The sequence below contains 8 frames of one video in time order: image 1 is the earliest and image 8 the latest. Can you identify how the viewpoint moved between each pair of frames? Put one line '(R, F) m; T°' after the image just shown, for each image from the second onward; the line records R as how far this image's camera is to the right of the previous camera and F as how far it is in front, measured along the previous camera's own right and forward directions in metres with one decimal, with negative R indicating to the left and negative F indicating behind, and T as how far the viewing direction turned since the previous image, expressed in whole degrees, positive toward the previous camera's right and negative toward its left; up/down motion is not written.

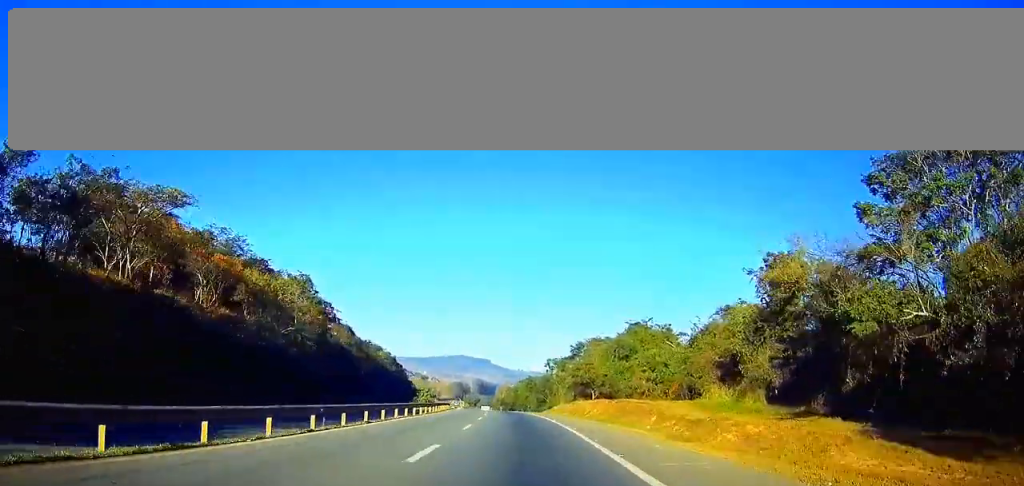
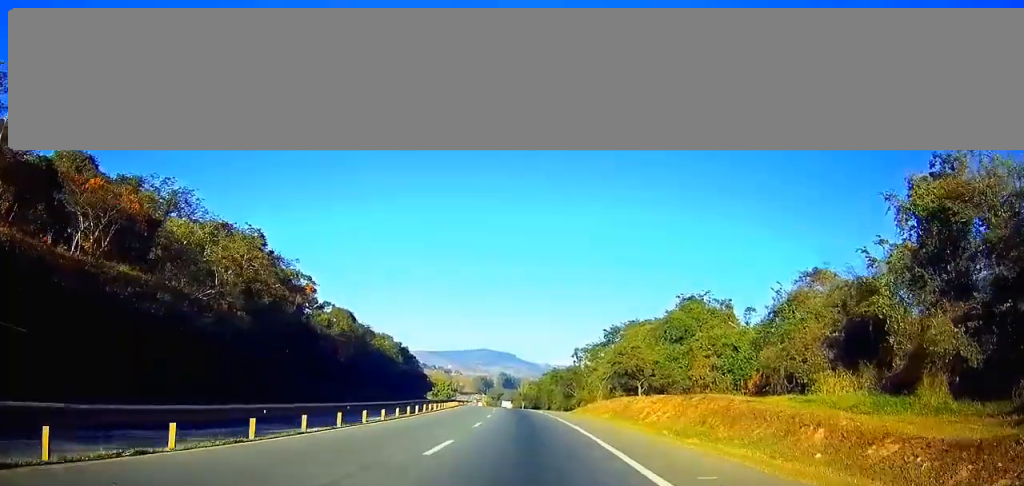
(-0.5, +22.1) m; -2°
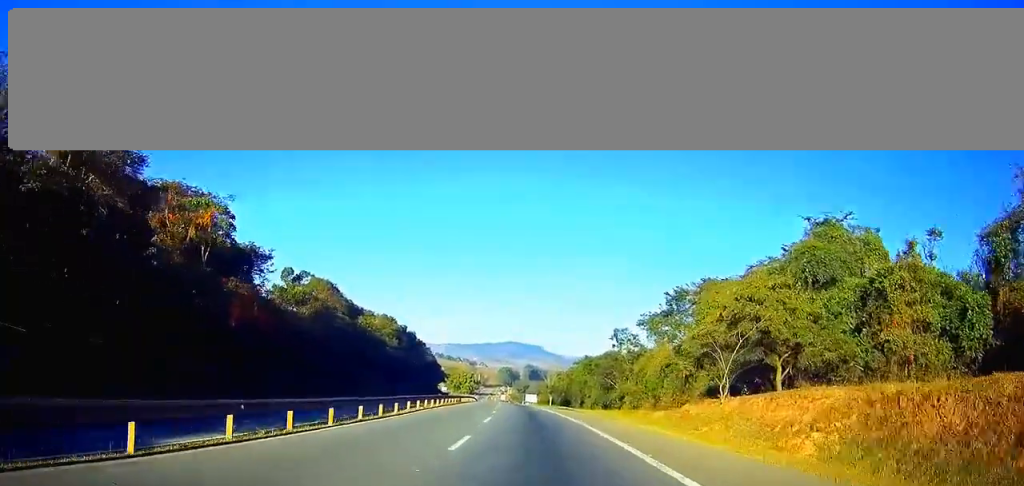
(-0.6, +34.6) m; -2°
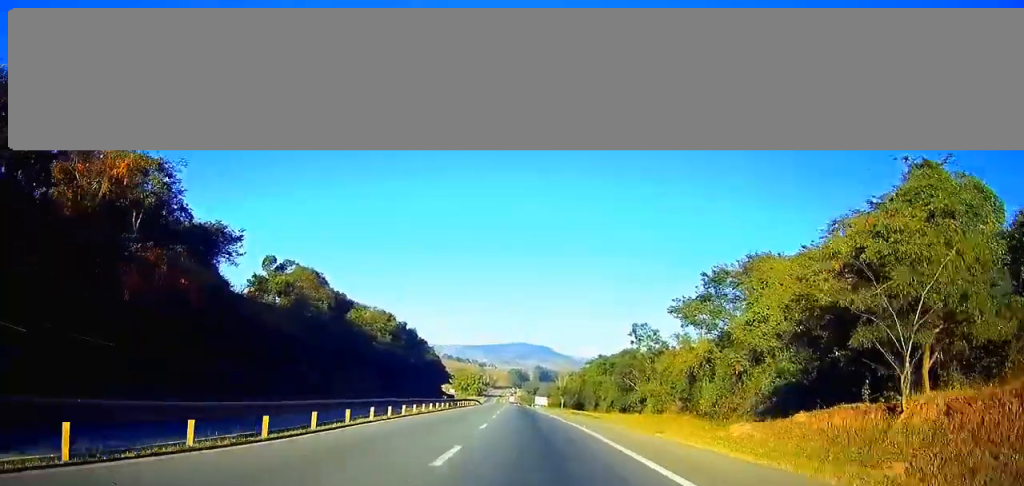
(-0.2, +14.2) m; -1°
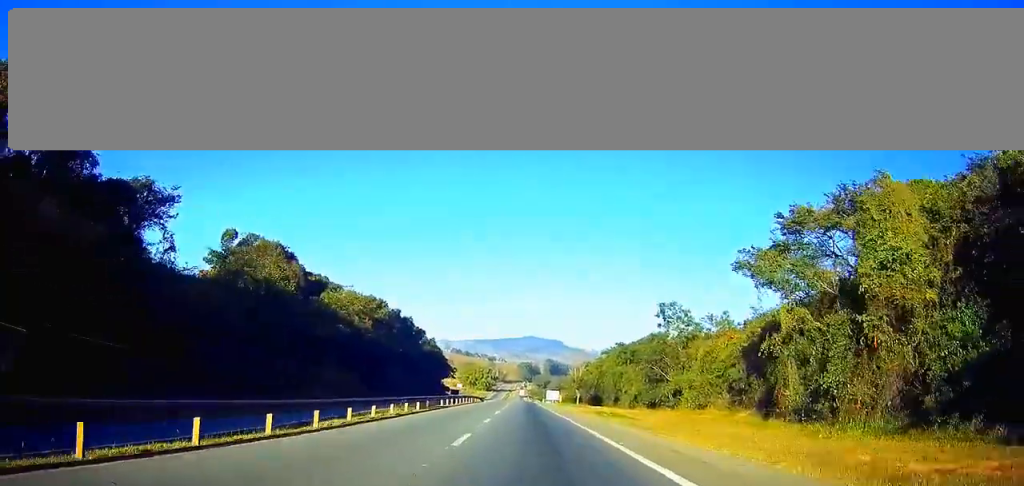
(-0.2, +20.0) m; -1°
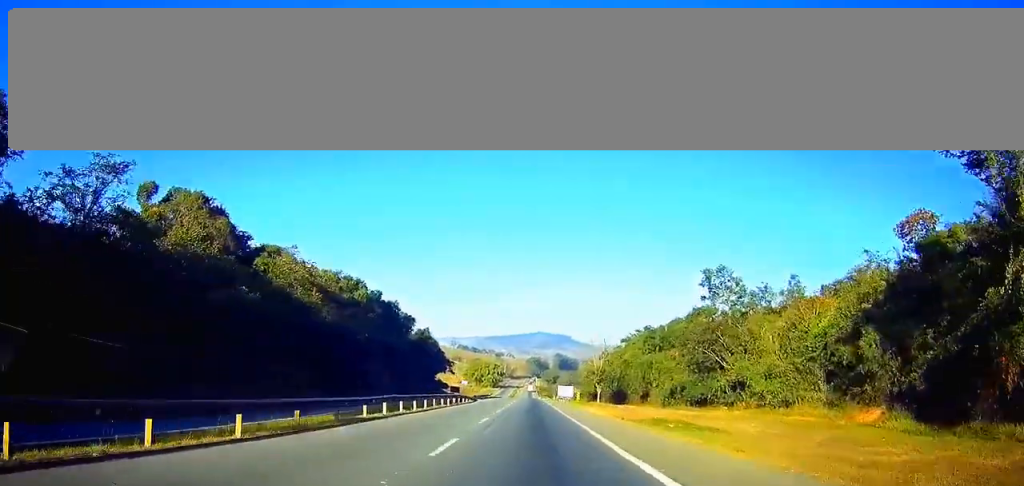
(0.0, +26.0) m; -1°
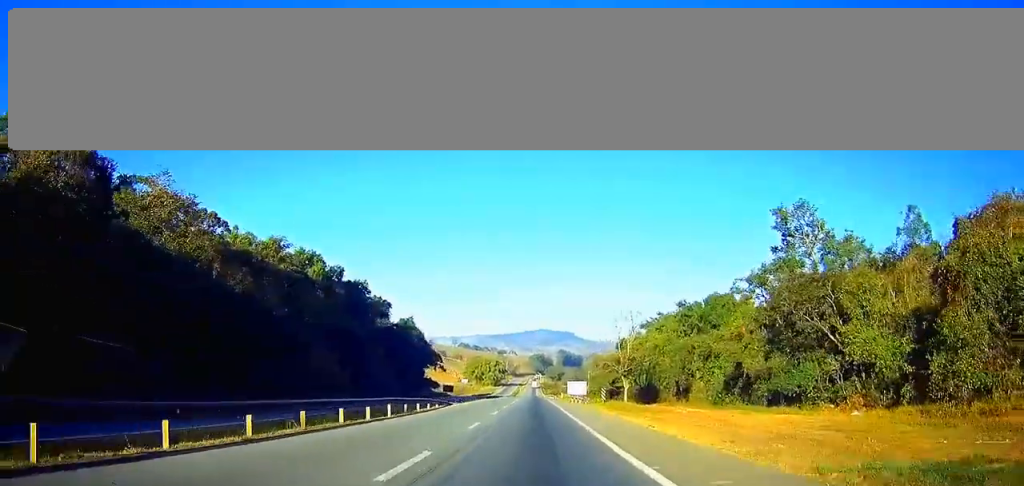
(-0.3, +27.2) m; 0°
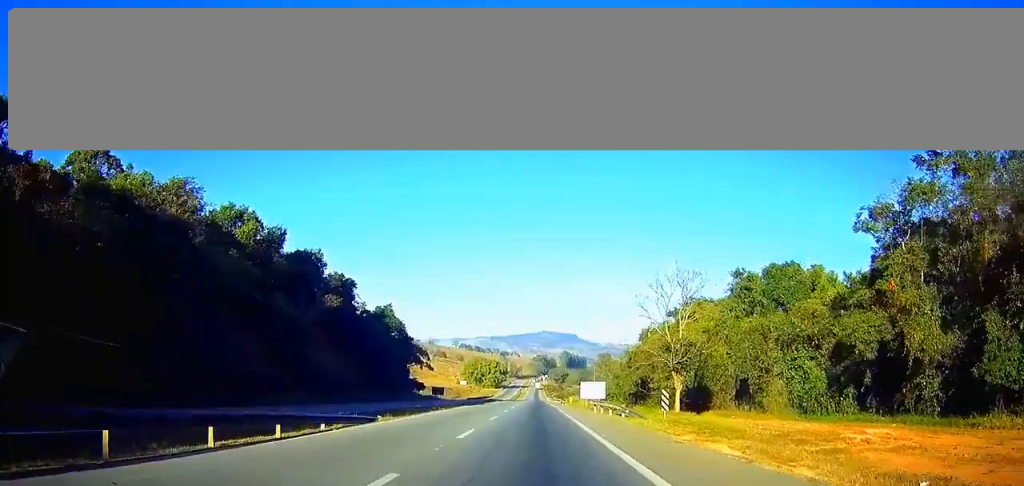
(+0.1, +26.4) m; 0°
